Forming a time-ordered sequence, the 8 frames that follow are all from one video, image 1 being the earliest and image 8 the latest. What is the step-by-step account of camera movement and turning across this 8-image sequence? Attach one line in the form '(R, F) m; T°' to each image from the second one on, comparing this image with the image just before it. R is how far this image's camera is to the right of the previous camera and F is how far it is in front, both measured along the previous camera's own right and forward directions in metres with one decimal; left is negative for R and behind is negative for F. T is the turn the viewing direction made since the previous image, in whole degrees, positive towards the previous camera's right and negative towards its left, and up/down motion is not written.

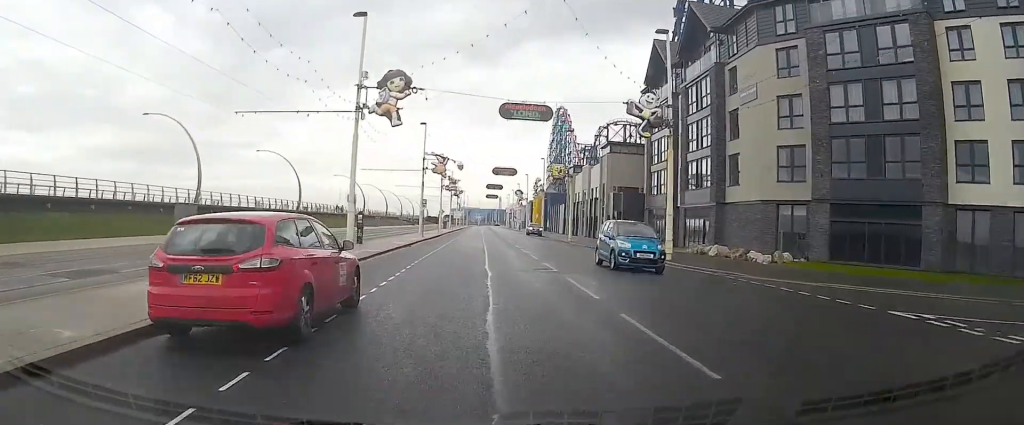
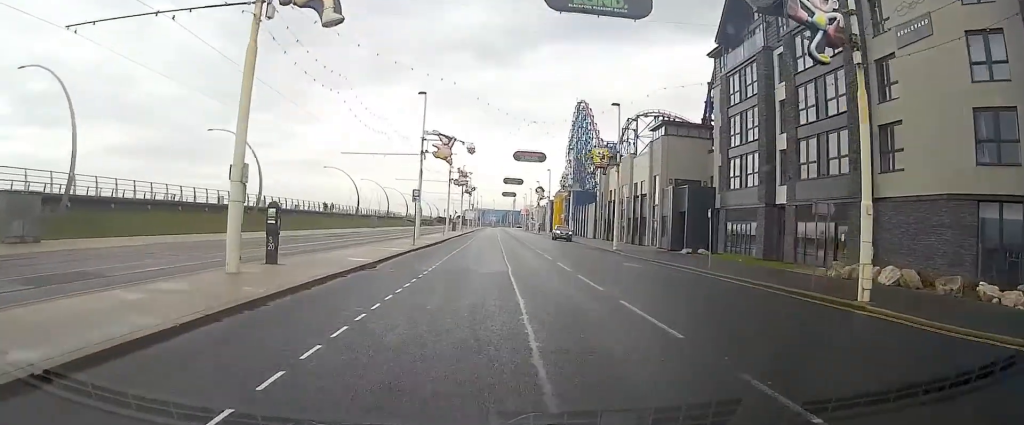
(-0.1, +15.7) m; -1°
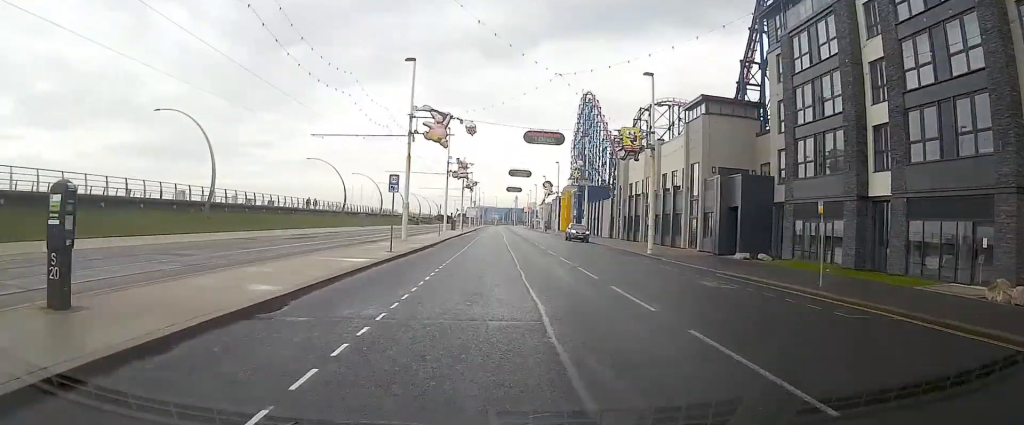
(0.0, +9.0) m; 0°
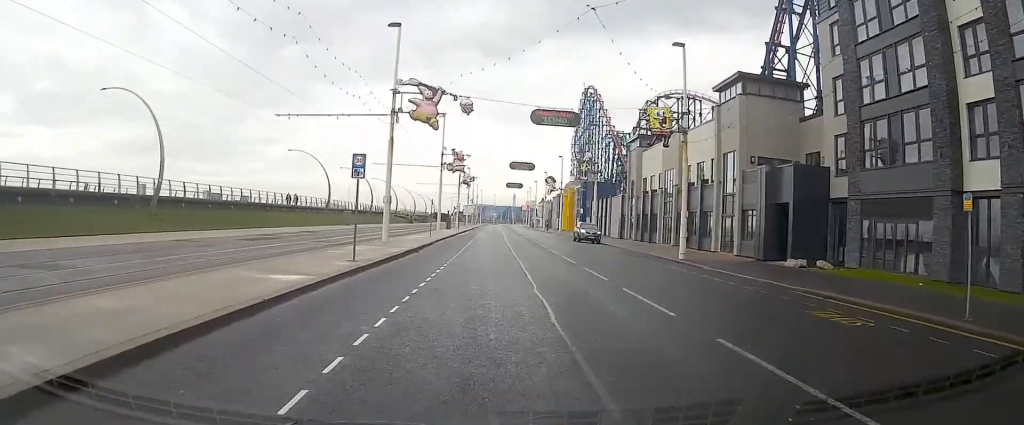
(-0.1, +6.8) m; 0°
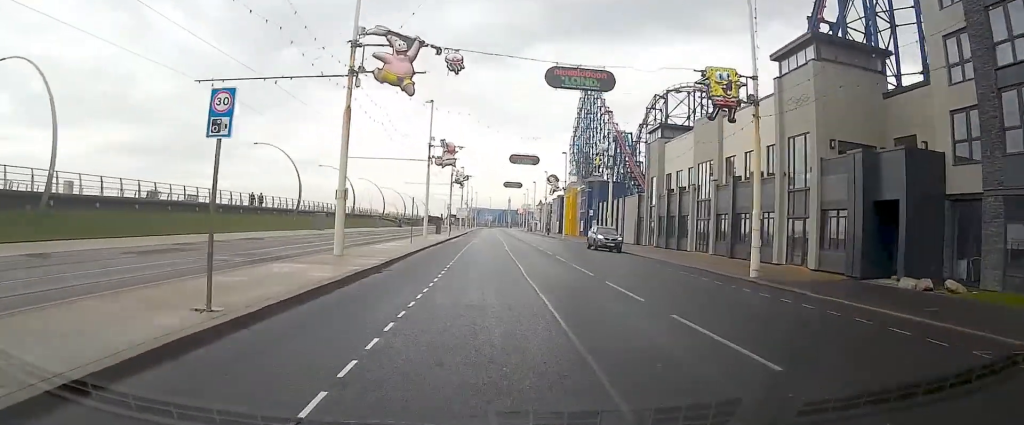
(+0.1, +9.5) m; 0°
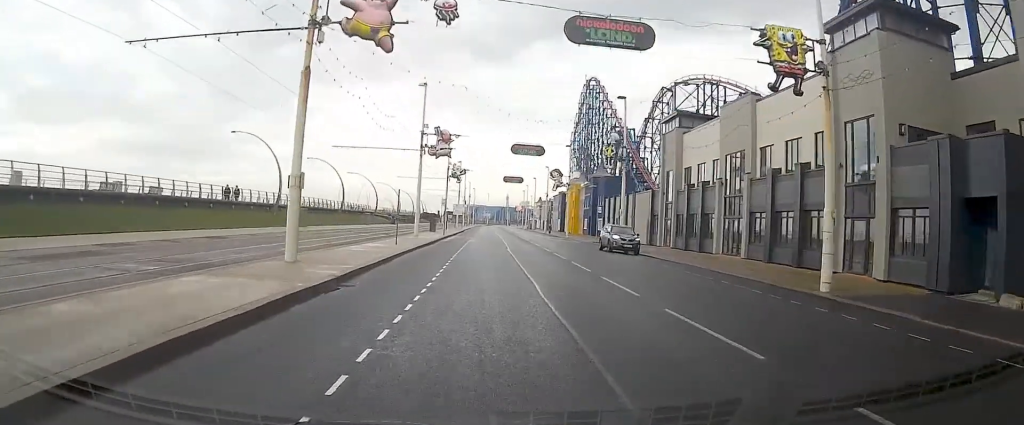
(0.0, +5.4) m; 0°
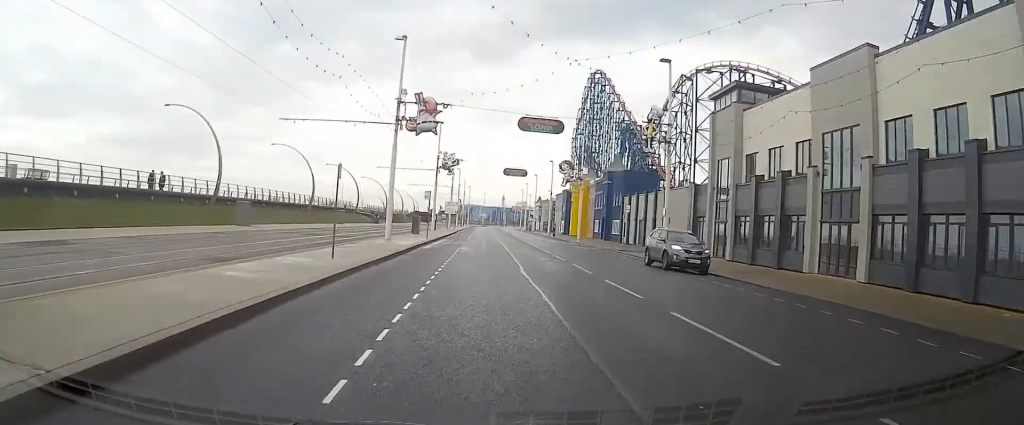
(0.0, +12.3) m; 0°
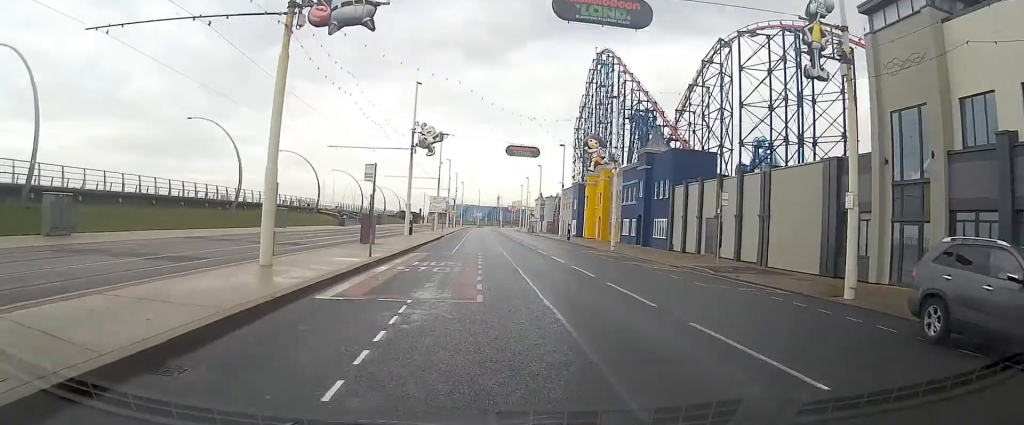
(+0.1, +19.2) m; +1°
